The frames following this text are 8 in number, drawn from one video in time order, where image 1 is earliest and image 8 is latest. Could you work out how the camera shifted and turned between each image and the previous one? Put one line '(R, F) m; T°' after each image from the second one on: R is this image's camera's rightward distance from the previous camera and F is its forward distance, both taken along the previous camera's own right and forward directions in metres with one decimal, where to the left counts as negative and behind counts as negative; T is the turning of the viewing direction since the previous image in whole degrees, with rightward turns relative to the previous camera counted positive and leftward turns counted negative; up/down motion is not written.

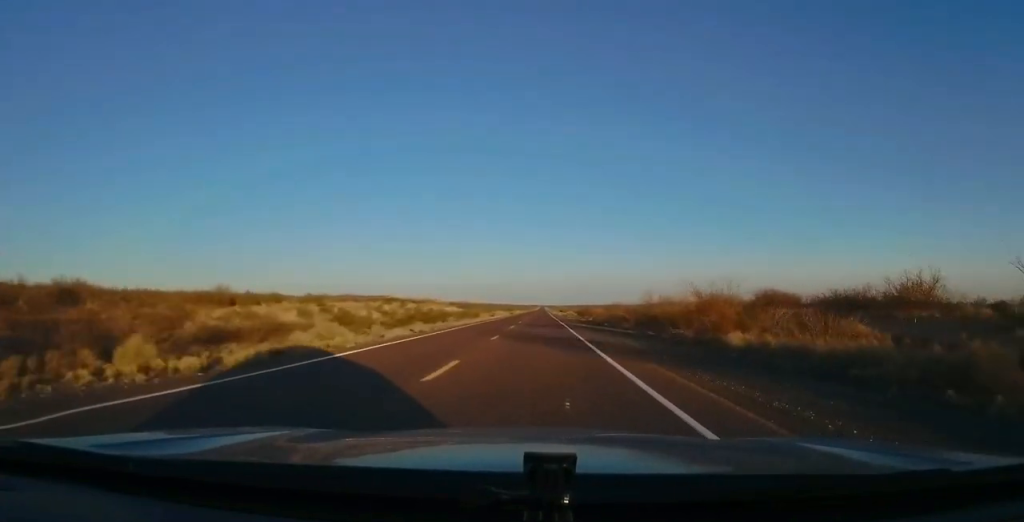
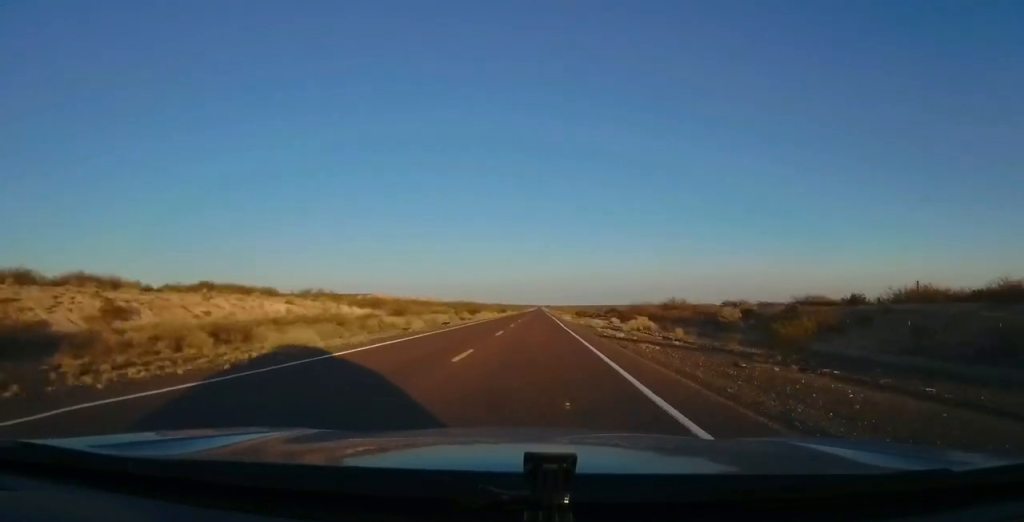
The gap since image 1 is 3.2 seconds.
(+0.6, +93.9) m; +1°
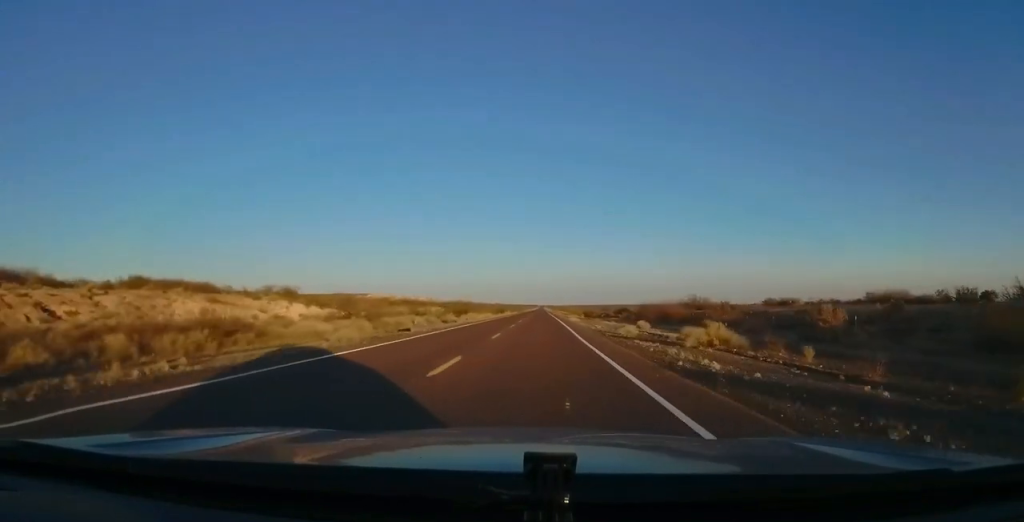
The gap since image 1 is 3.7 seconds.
(0.0, +14.6) m; 0°
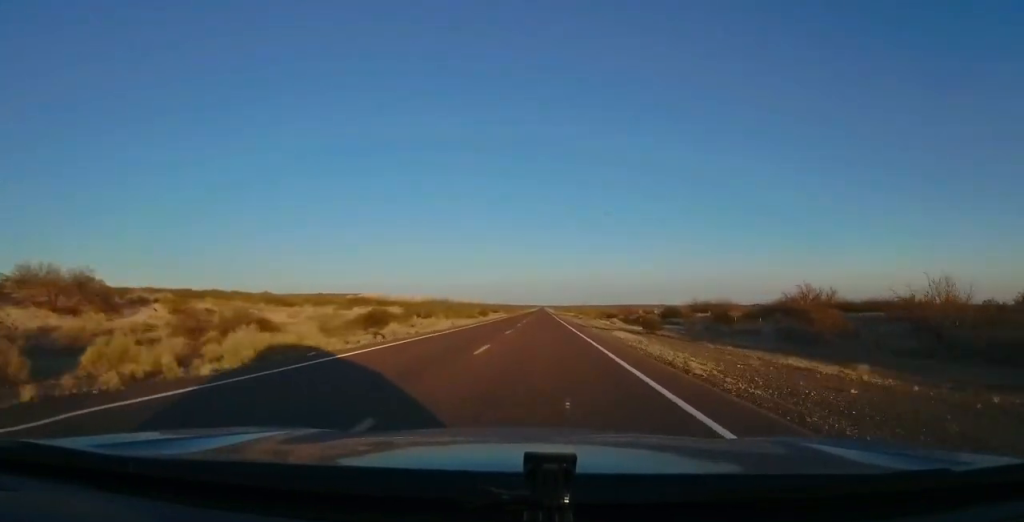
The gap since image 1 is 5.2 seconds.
(-0.5, +43.8) m; -2°
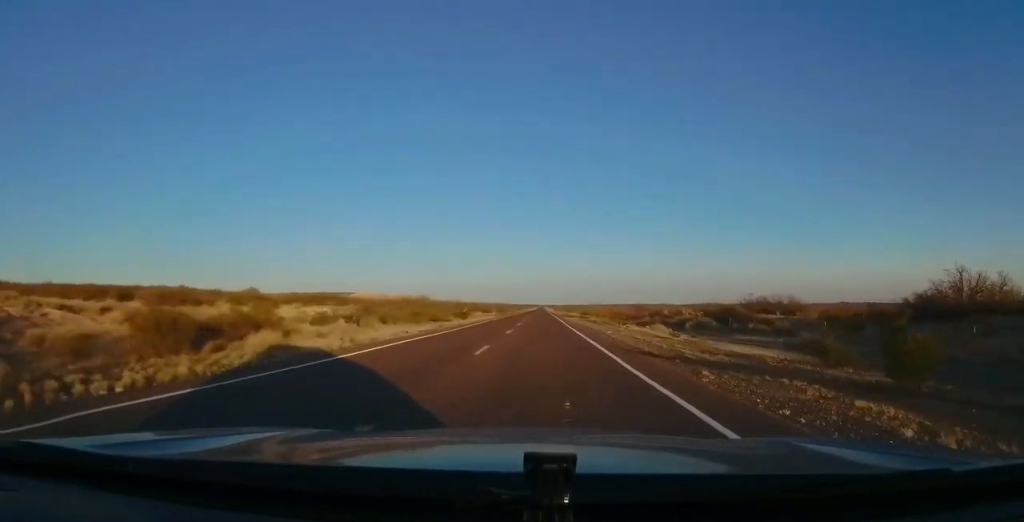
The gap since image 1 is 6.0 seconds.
(-0.1, +24.4) m; 0°
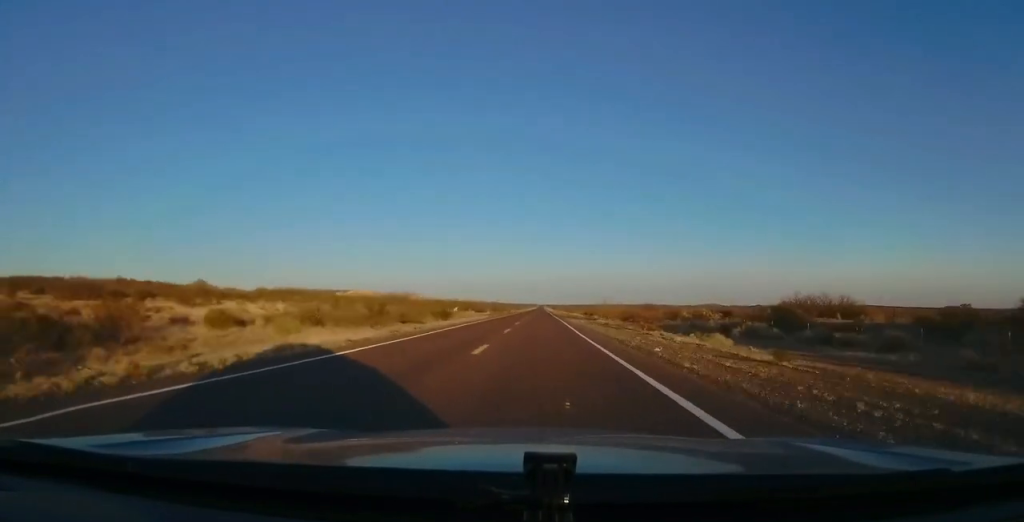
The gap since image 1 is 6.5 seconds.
(-0.1, +12.7) m; 0°
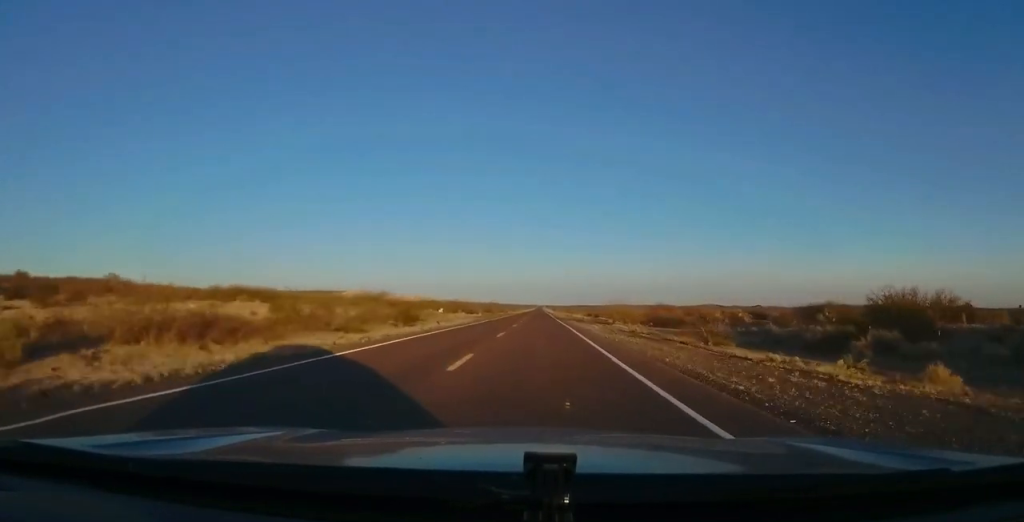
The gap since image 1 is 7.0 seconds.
(+0.3, +15.7) m; +1°
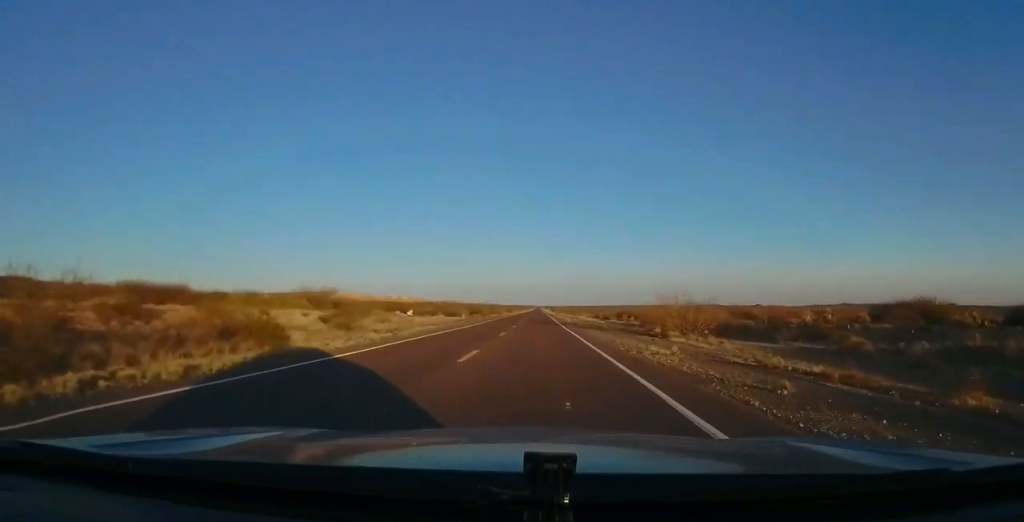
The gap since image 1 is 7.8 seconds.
(+0.2, +22.5) m; 0°
